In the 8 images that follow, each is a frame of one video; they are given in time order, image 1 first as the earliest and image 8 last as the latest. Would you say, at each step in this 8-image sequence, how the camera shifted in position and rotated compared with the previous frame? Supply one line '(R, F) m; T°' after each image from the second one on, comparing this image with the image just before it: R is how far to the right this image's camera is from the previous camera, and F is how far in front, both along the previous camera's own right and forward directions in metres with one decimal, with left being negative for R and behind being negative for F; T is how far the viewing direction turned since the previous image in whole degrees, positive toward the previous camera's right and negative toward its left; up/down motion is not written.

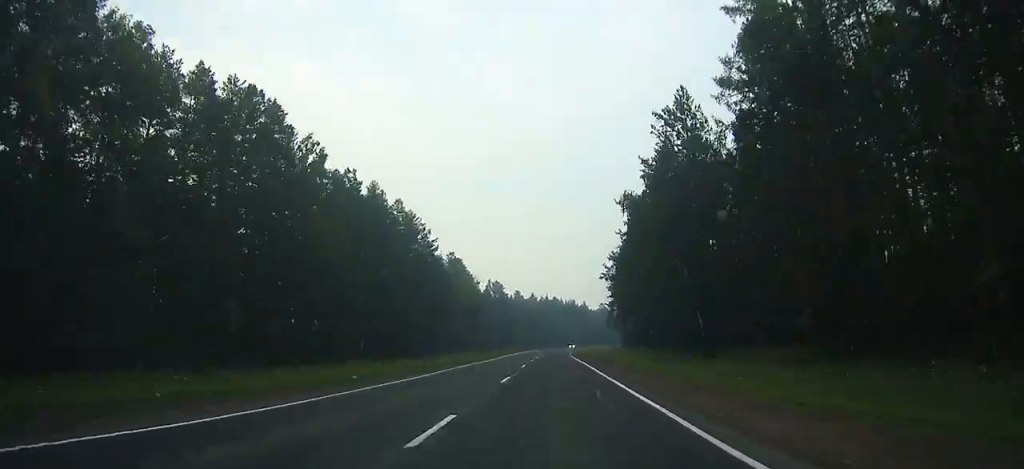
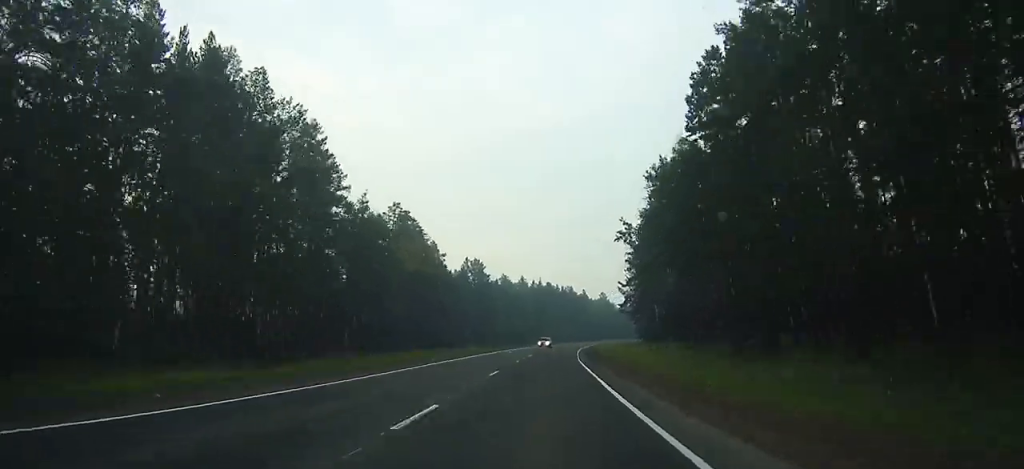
(-1.8, +47.1) m; 0°
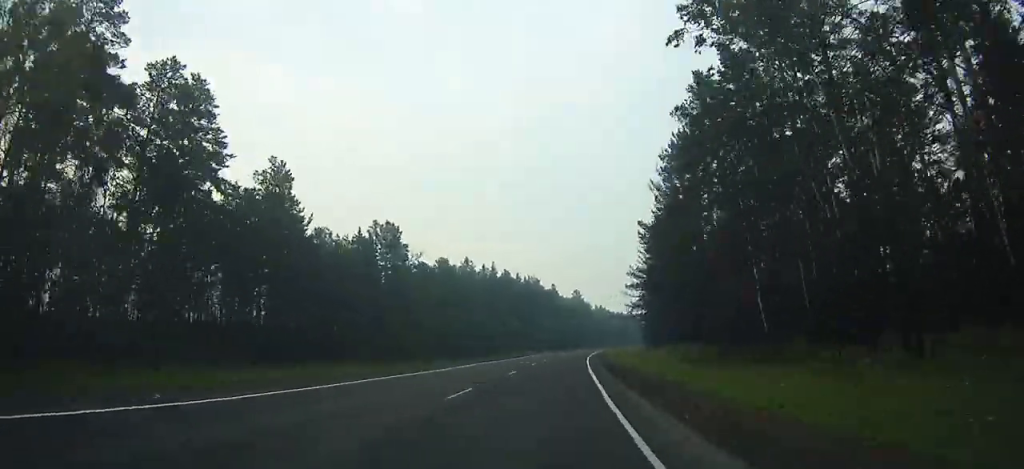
(-0.3, +65.0) m; +2°
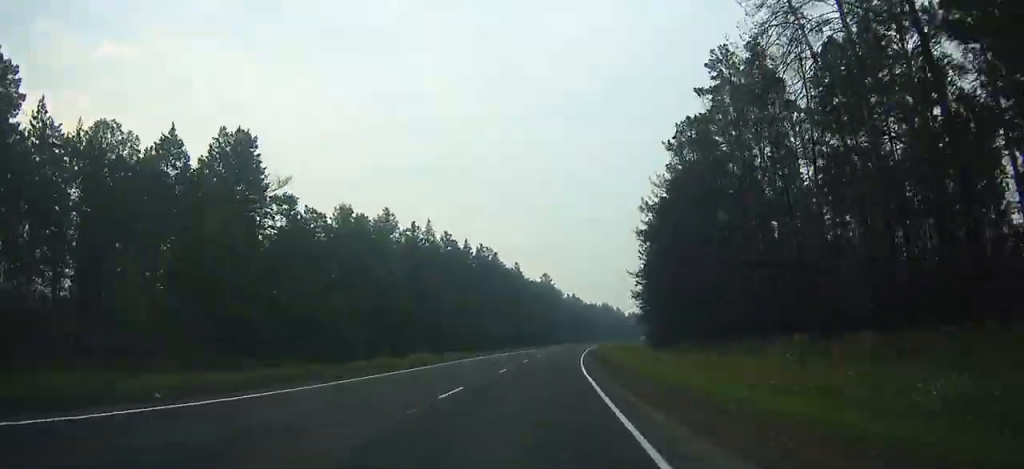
(+1.1, +47.5) m; +4°
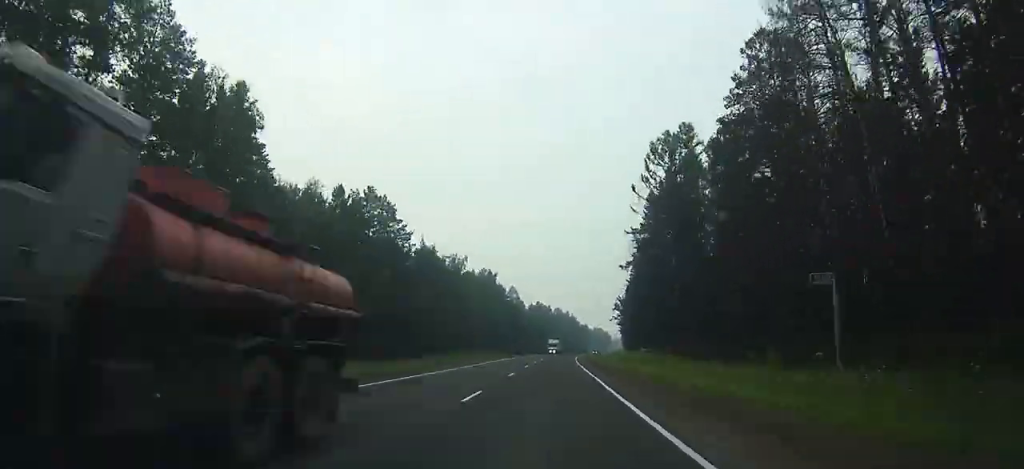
(+20.4, +200.9) m; +10°
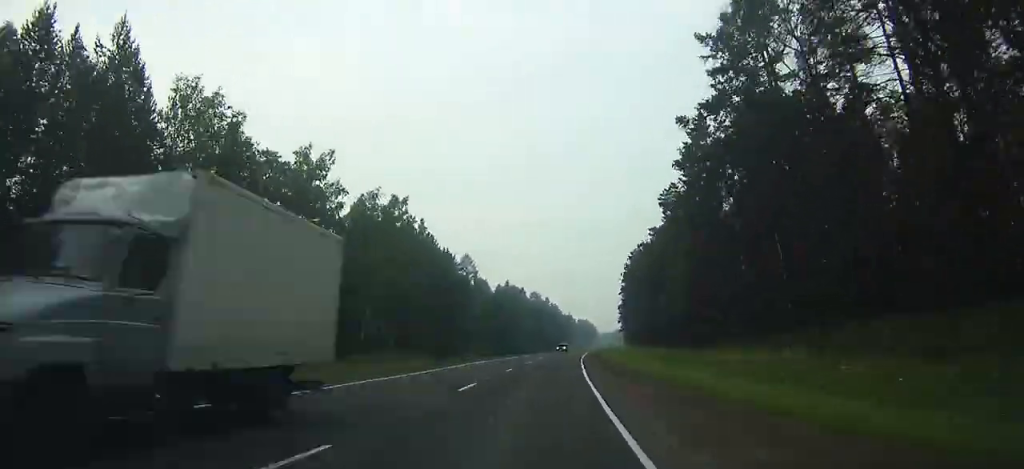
(+1.9, +70.4) m; +3°
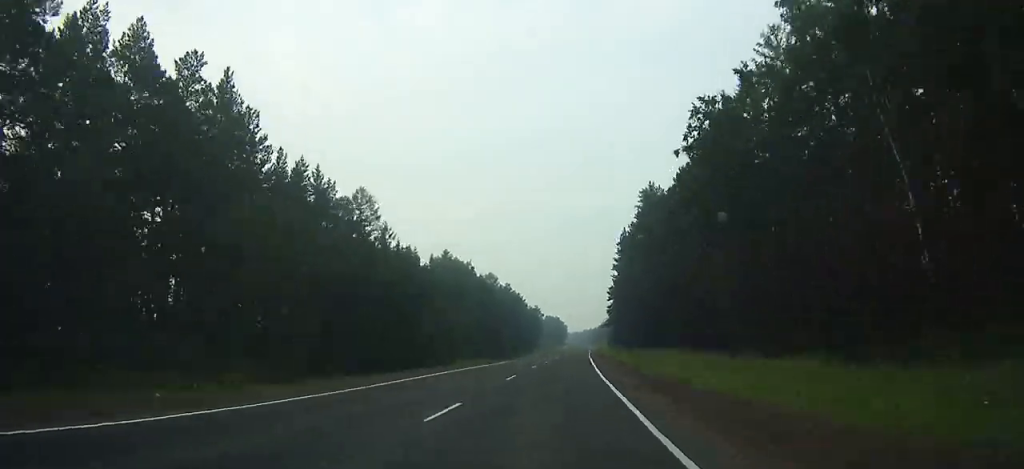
(+1.0, +67.0) m; +2°
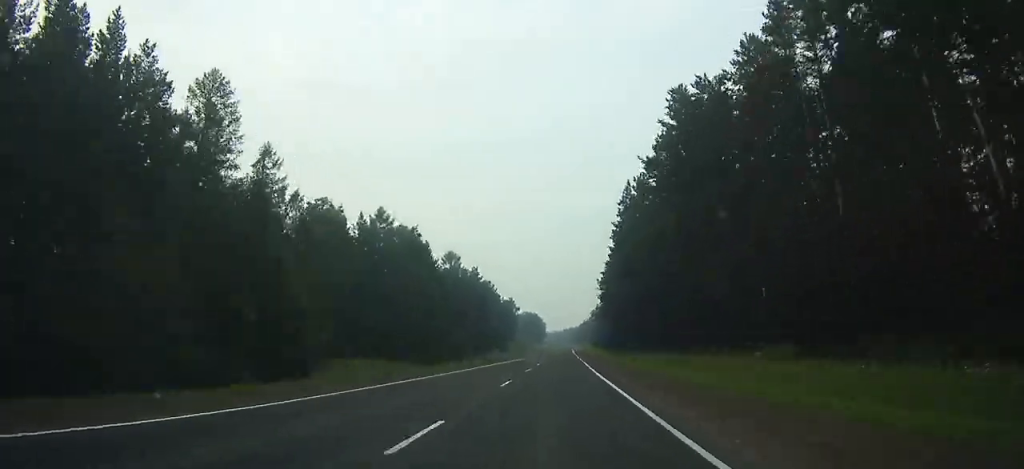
(+1.0, +38.8) m; +1°
